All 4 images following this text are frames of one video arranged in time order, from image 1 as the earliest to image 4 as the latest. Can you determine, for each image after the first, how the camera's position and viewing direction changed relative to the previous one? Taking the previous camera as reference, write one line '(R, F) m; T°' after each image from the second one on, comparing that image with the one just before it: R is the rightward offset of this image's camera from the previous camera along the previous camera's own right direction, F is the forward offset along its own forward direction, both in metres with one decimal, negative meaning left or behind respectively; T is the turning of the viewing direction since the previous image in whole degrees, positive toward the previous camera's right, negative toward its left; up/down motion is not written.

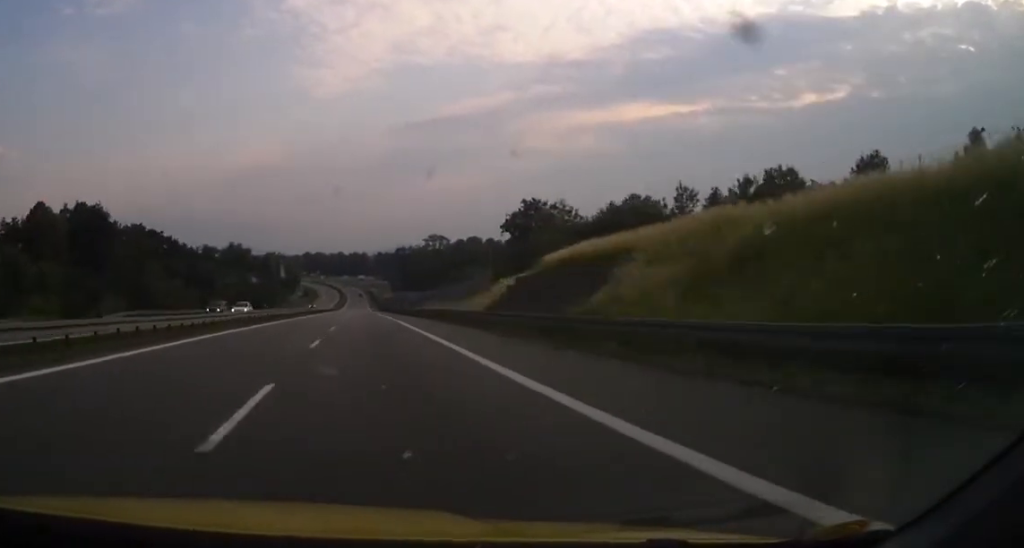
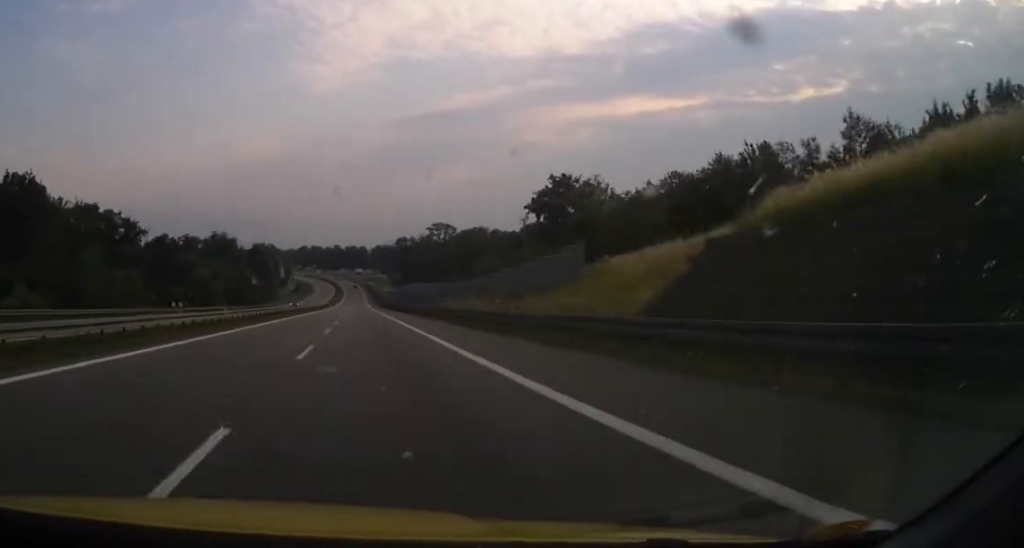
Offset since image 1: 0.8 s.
(-0.2, +25.6) m; -1°
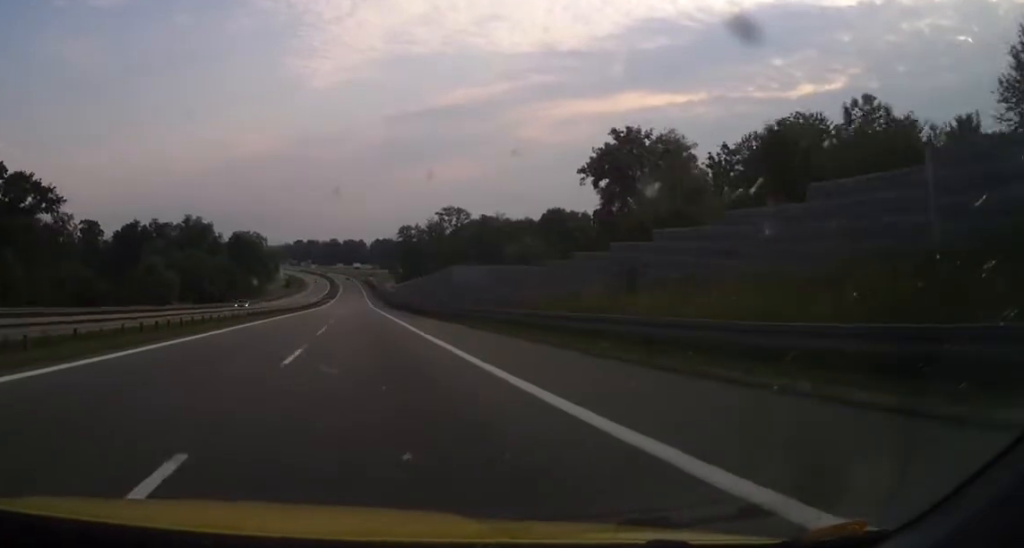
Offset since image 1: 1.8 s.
(-0.3, +35.5) m; +1°
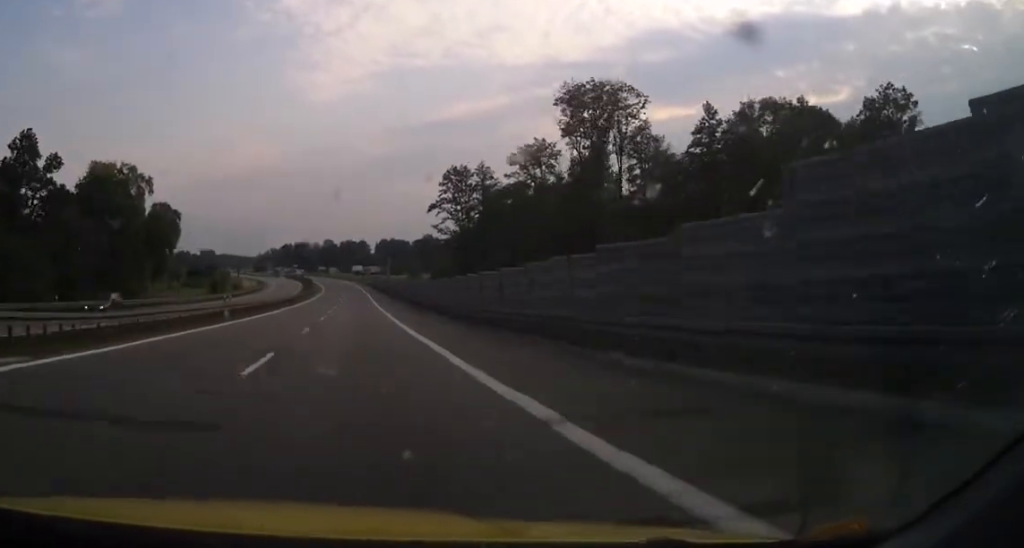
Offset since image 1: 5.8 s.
(+0.4, +142.9) m; +1°
